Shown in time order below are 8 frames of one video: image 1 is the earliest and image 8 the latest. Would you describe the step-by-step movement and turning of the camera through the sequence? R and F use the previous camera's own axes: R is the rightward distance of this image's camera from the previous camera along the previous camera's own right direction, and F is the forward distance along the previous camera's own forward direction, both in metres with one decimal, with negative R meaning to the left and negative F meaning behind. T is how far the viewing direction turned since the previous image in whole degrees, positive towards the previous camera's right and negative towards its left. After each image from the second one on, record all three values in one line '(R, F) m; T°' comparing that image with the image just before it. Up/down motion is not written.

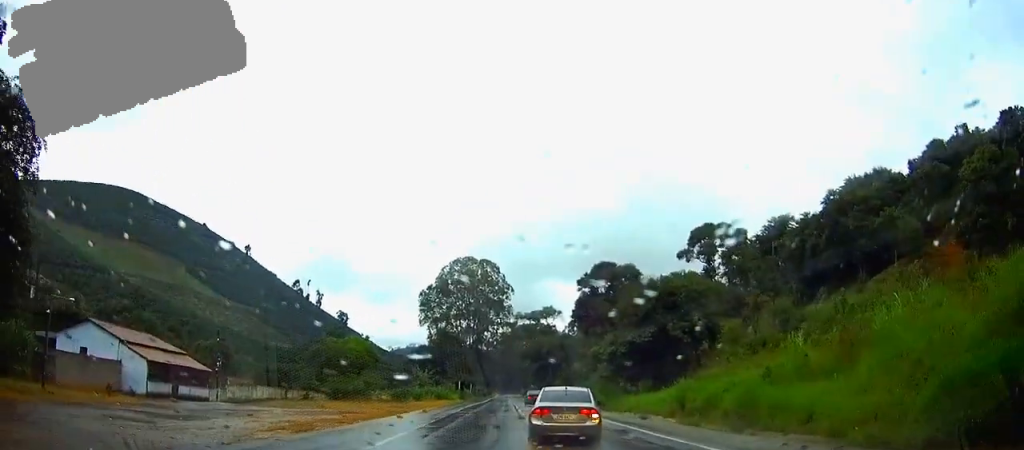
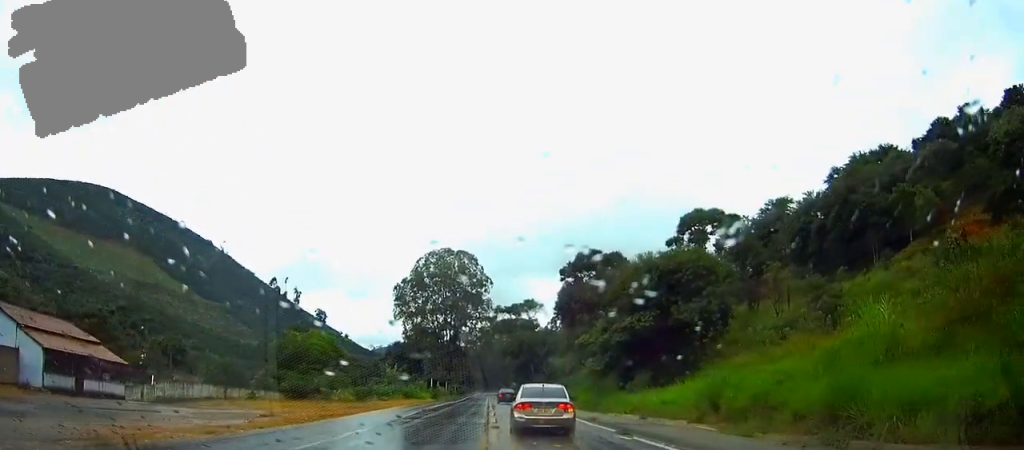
(0.0, +9.7) m; 0°
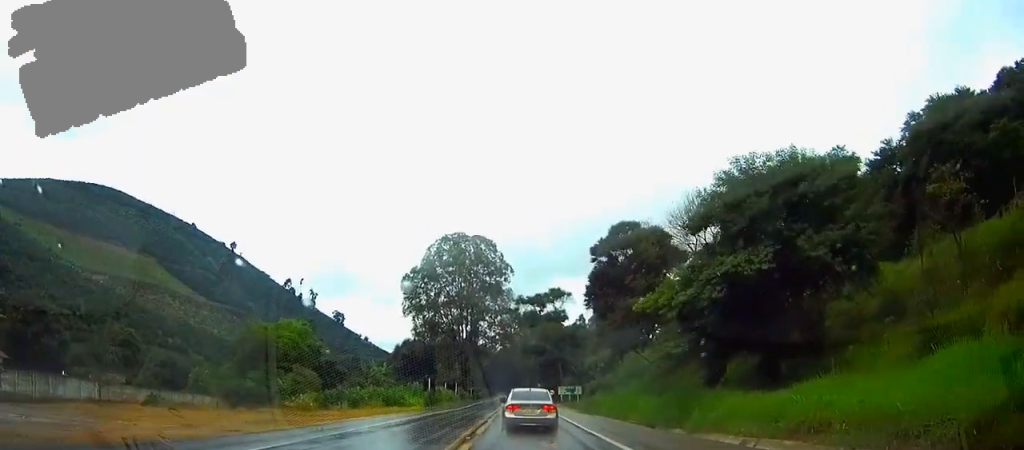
(-0.3, +20.9) m; -2°
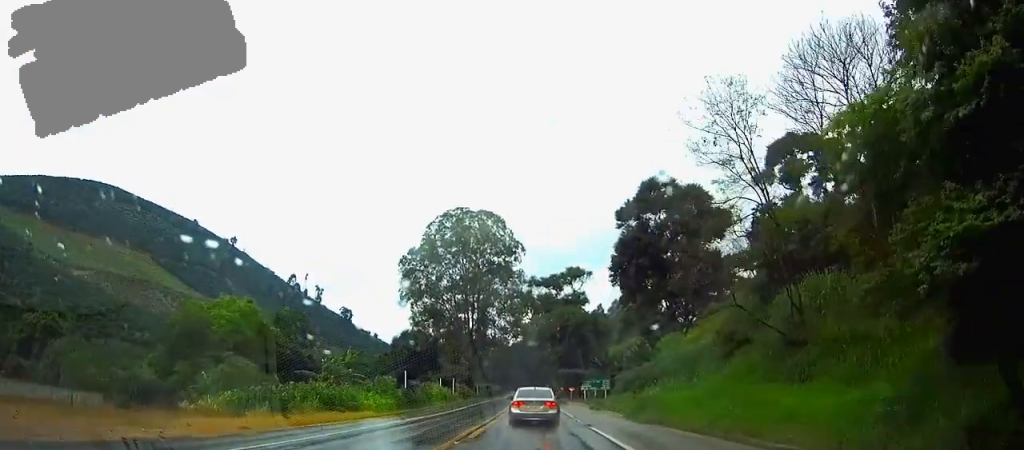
(-0.2, +19.4) m; -1°
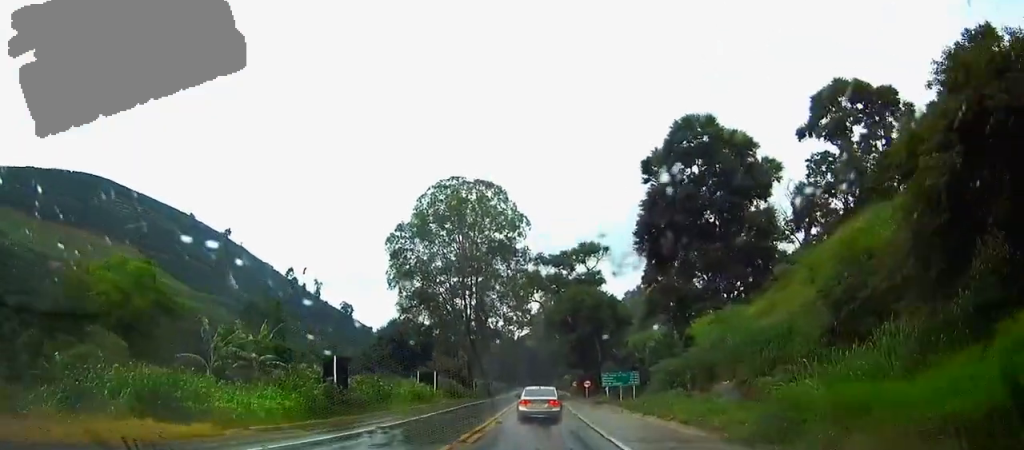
(-0.2, +18.9) m; 0°
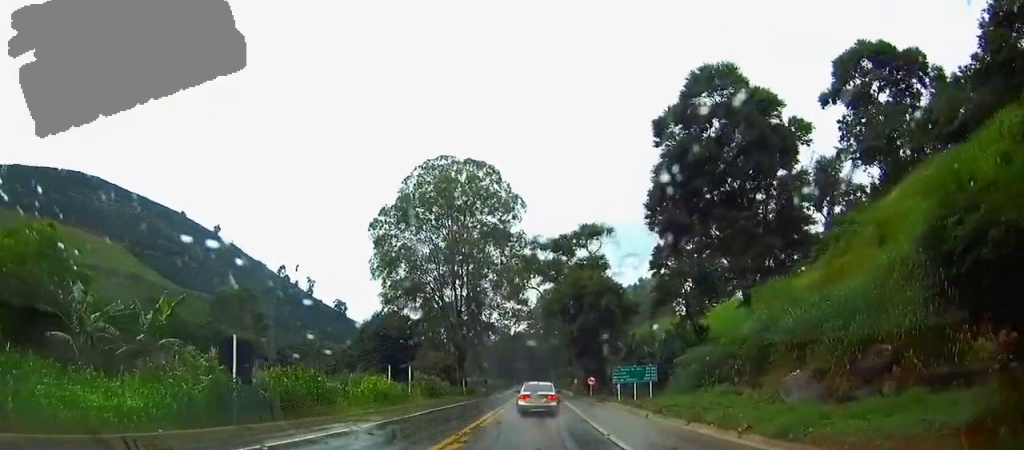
(0.0, +10.5) m; 0°
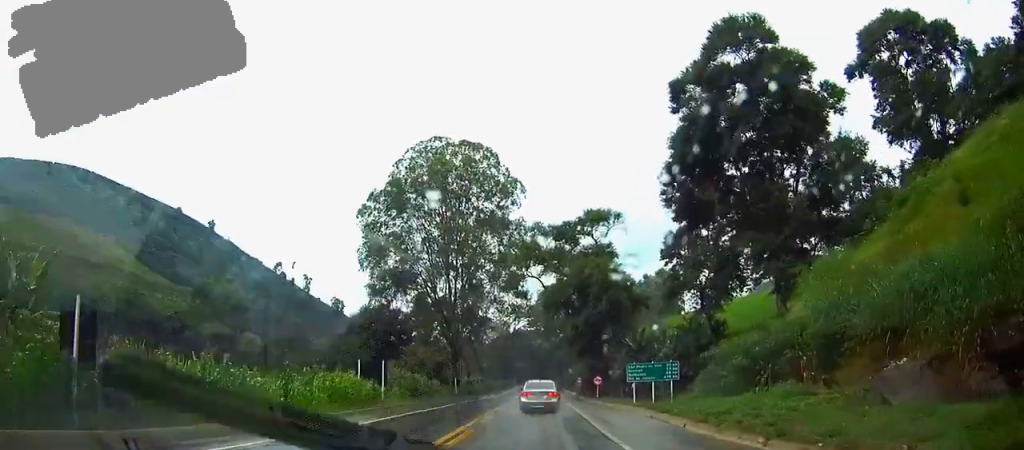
(0.0, +8.5) m; 0°
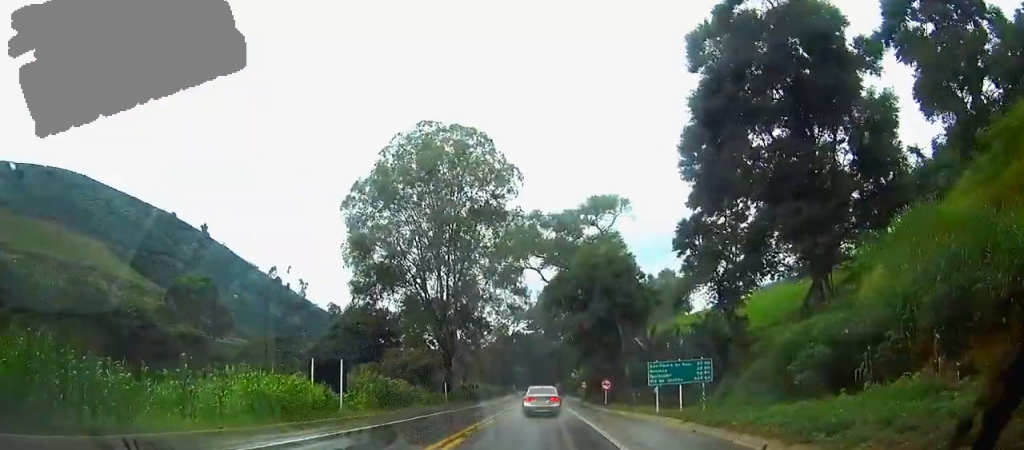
(0.0, +8.6) m; 0°
